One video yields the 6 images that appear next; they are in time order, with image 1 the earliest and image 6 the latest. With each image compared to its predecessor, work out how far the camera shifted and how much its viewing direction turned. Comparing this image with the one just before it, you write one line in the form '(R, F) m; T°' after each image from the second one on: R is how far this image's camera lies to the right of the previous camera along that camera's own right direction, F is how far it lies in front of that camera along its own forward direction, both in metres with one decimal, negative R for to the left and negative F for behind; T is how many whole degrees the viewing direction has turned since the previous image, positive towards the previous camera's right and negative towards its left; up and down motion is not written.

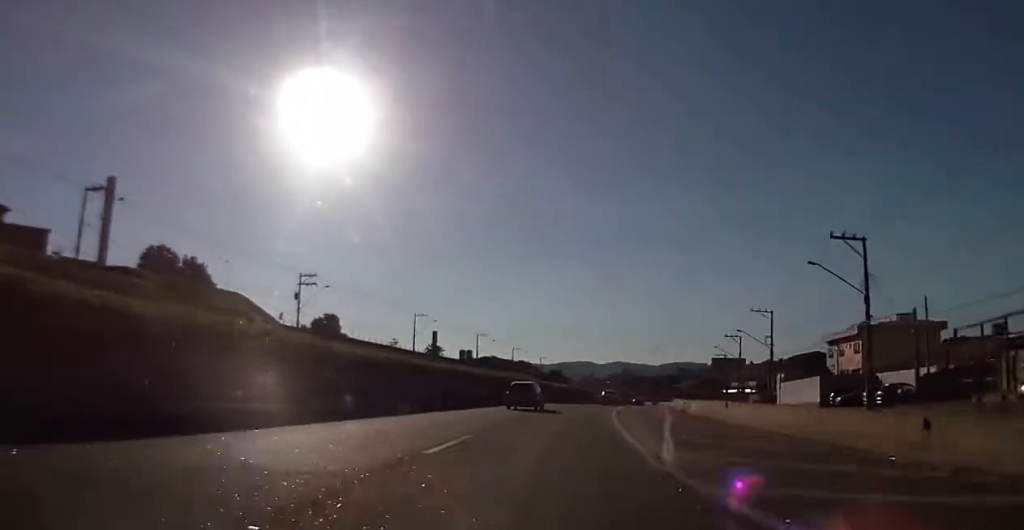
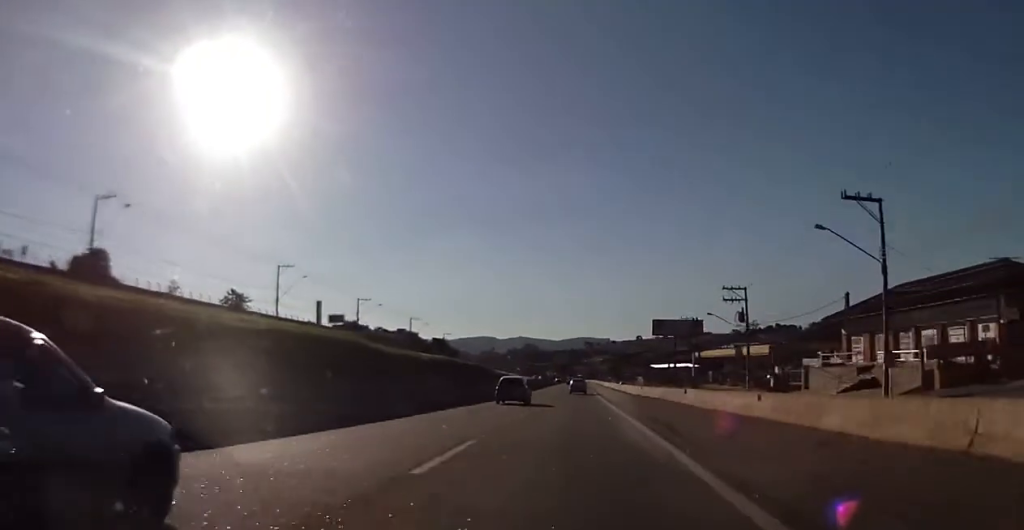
(+4.1, +68.9) m; +8°
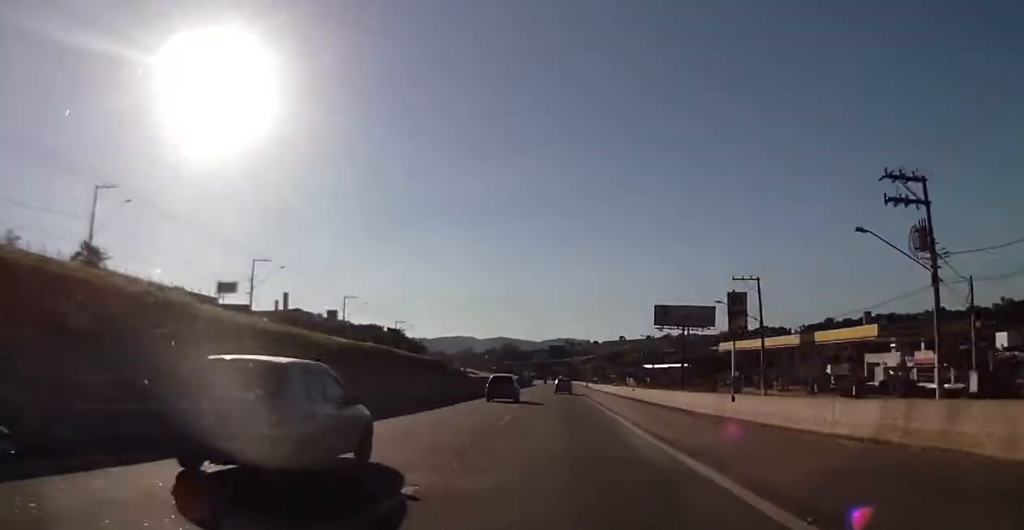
(+1.3, +36.5) m; +4°
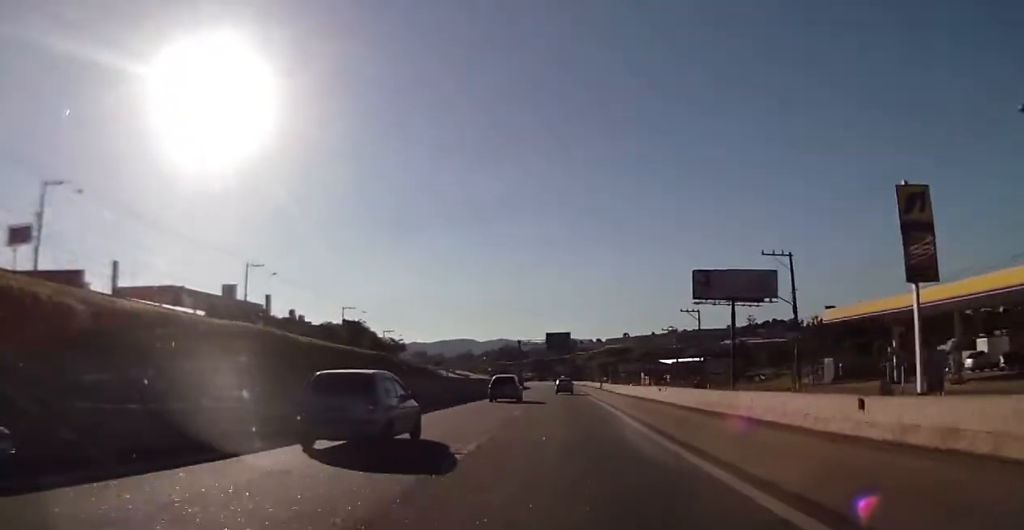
(+1.3, +40.1) m; +2°
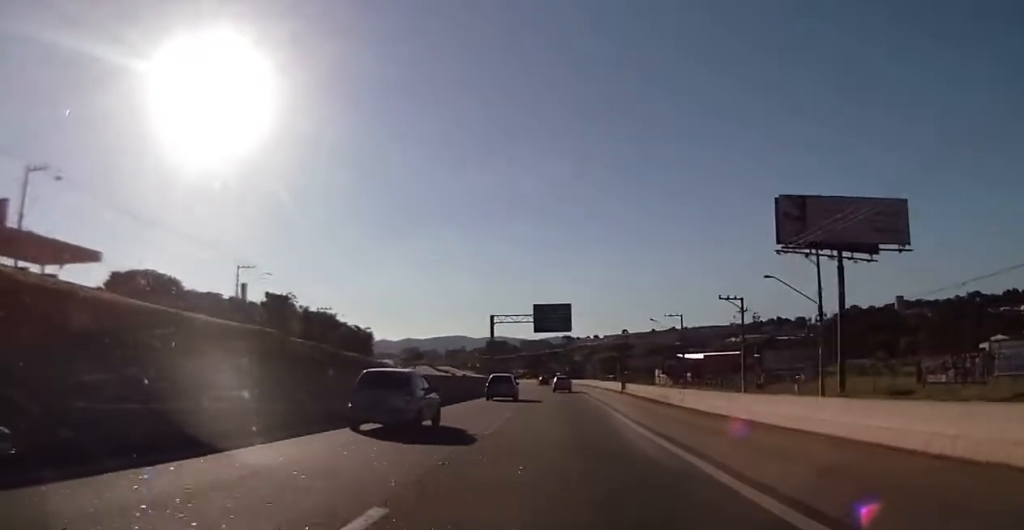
(0.0, +40.9) m; +1°
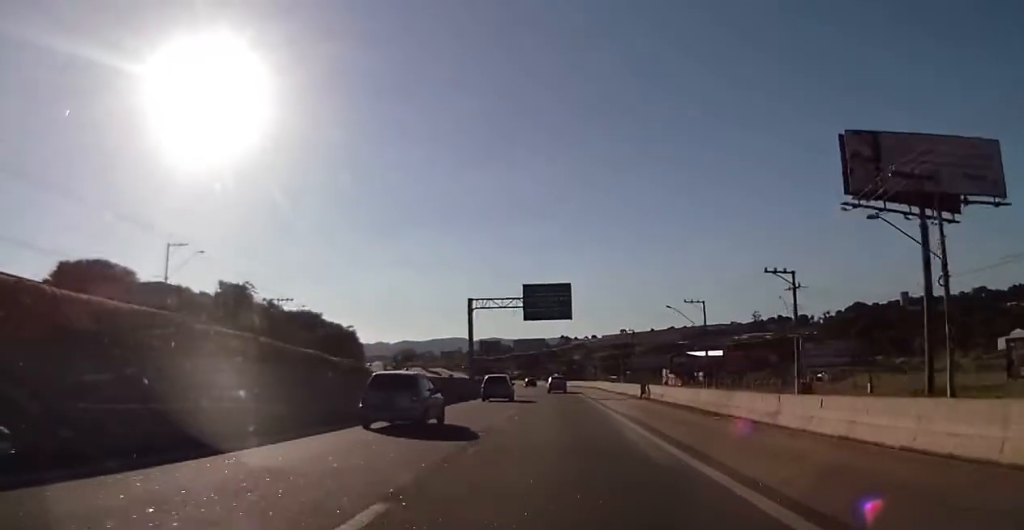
(0.0, +16.1) m; 0°
